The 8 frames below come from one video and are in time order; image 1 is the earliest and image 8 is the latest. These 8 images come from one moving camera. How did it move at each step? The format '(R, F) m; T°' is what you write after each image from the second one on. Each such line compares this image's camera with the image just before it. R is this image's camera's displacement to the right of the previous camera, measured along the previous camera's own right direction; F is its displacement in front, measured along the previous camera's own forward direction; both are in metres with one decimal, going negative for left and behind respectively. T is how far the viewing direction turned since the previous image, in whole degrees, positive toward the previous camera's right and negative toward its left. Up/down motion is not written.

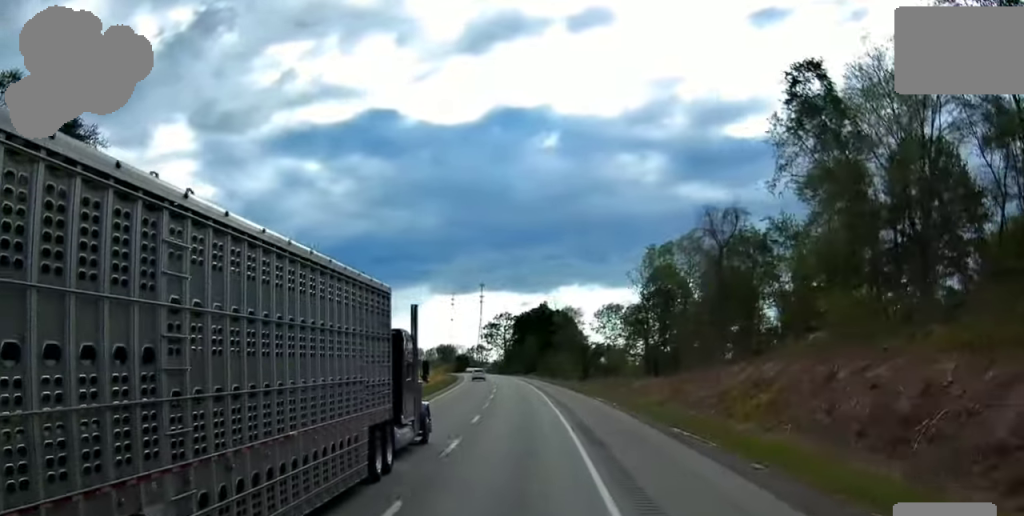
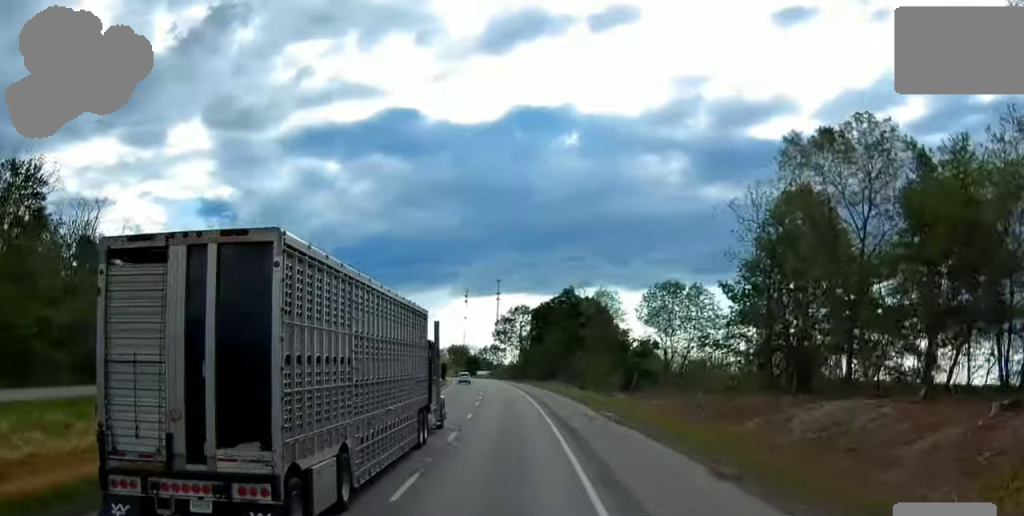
(-0.8, +58.9) m; -1°
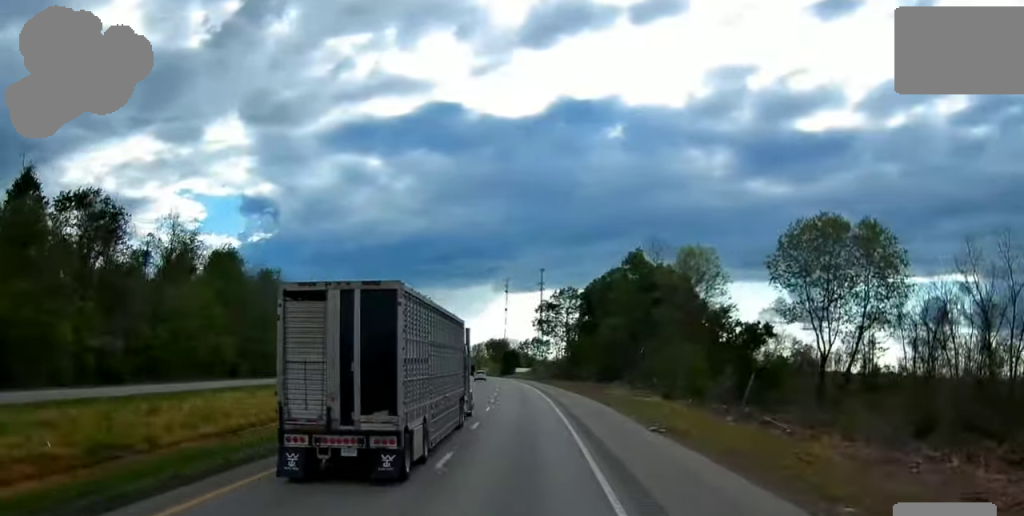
(-0.9, +54.9) m; -2°
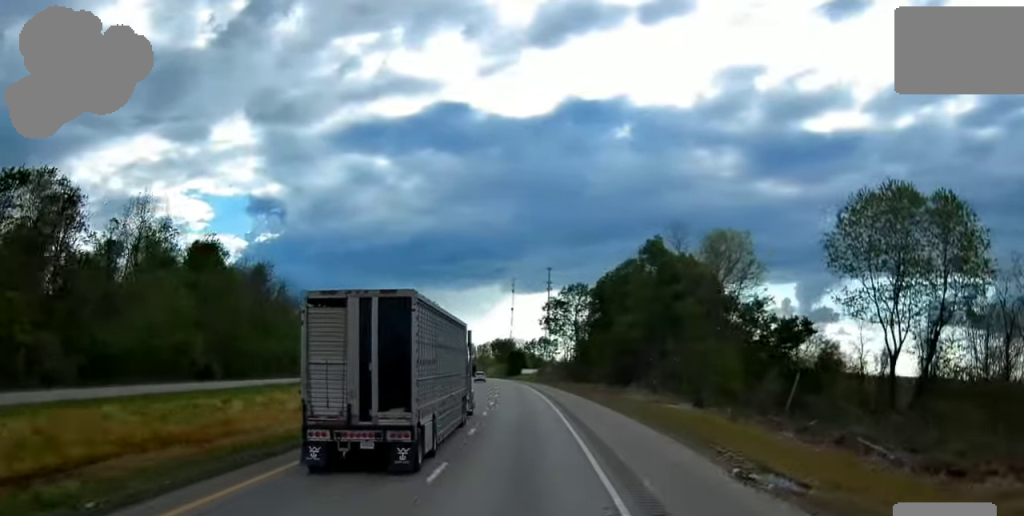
(+0.1, +15.0) m; -1°
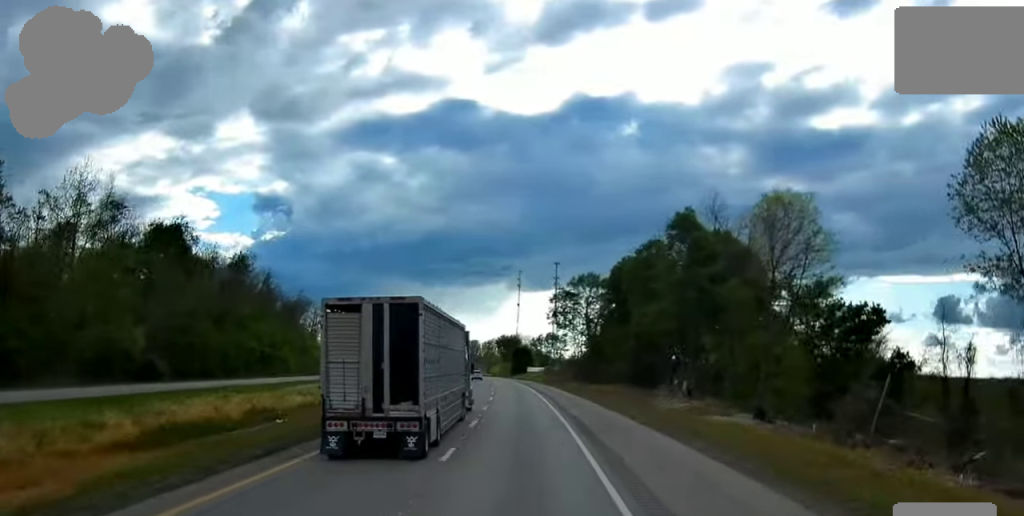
(-0.3, +19.9) m; -1°
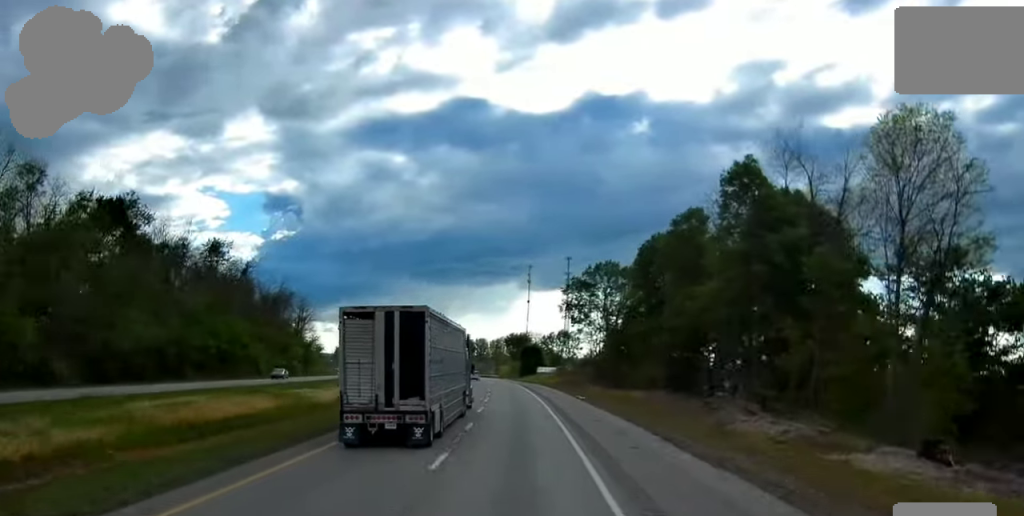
(-0.2, +23.7) m; -1°
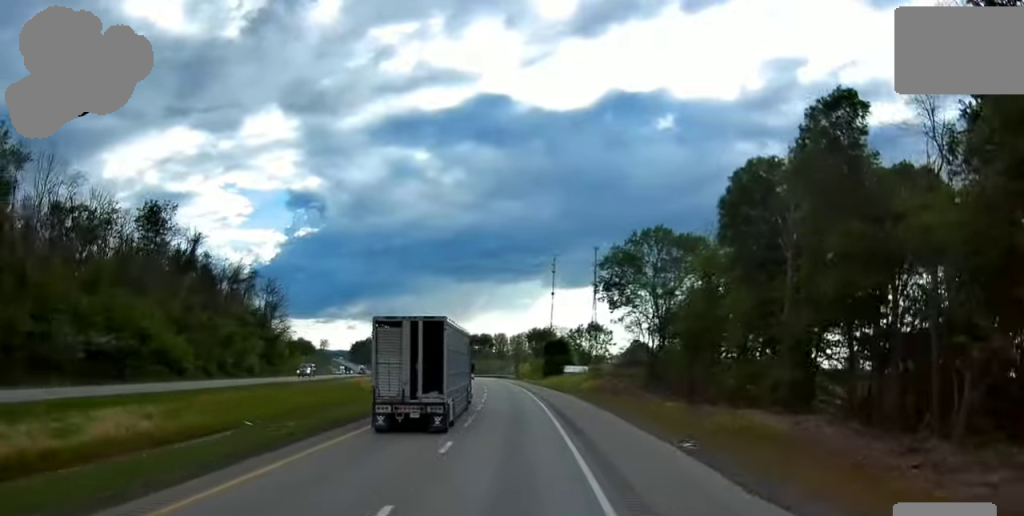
(-0.6, +43.5) m; -1°
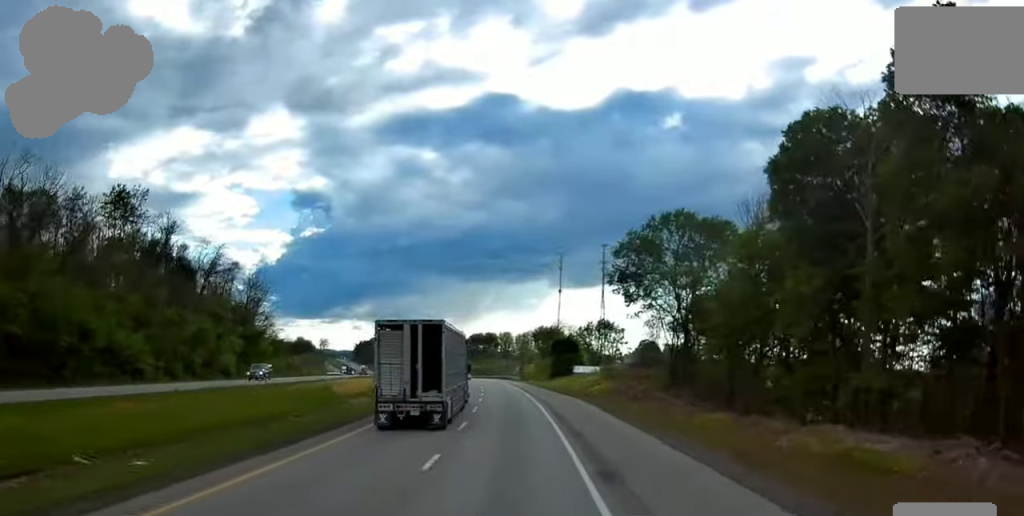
(-0.1, +15.9) m; -1°
